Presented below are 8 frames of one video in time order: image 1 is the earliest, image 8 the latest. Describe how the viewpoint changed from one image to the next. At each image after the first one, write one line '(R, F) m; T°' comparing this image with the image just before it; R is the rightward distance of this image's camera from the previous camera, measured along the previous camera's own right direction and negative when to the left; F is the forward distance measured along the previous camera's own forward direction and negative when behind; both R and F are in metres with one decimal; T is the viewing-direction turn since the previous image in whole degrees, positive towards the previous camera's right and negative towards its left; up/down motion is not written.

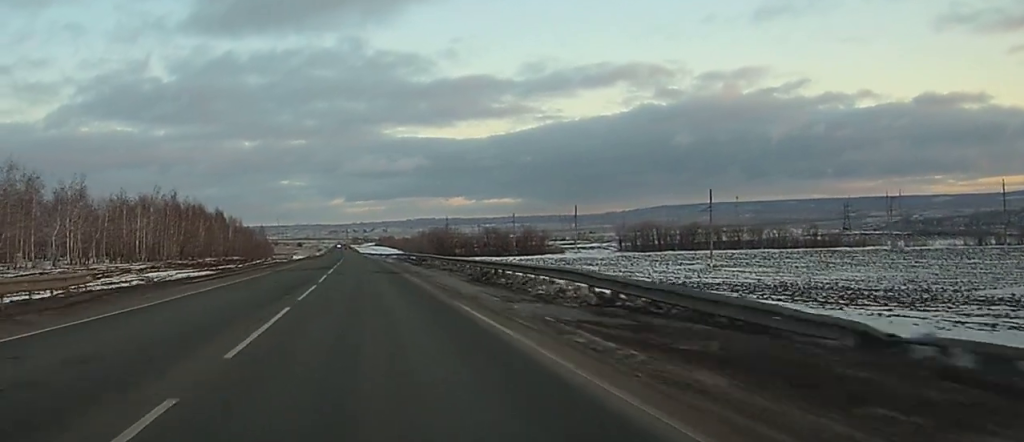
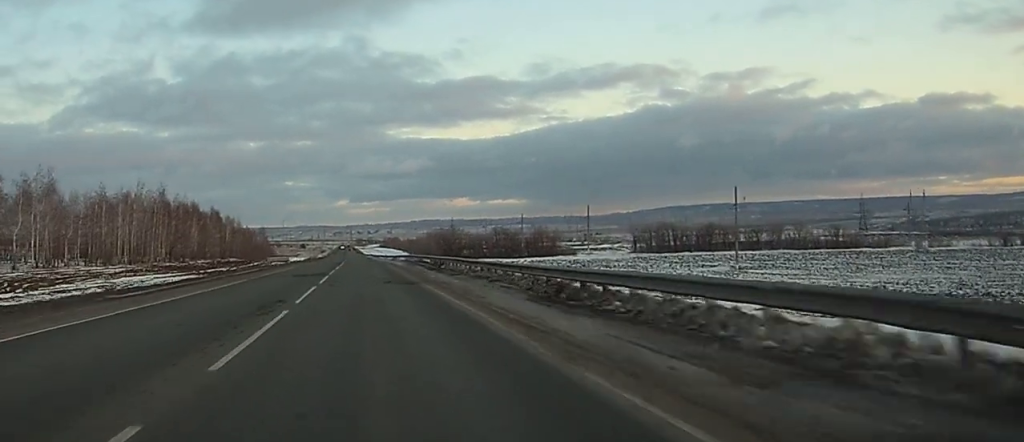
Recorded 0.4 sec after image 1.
(-0.1, +13.0) m; 0°
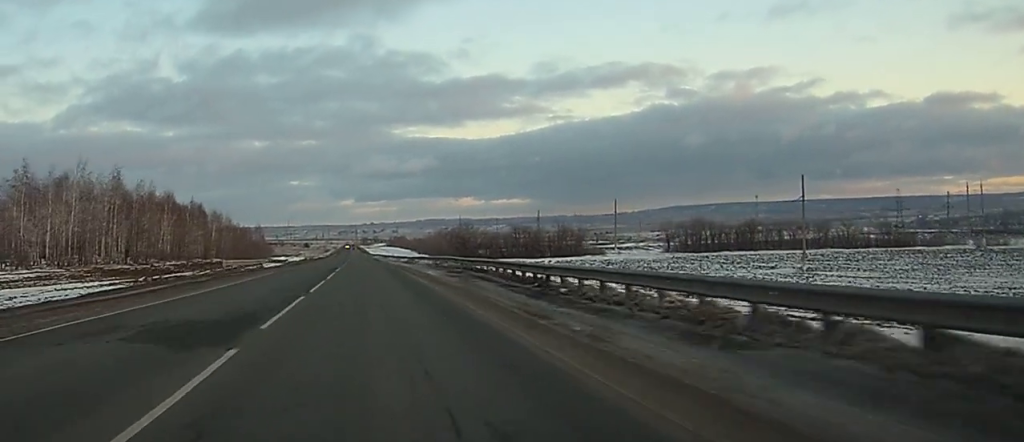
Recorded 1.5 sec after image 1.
(-0.1, +31.1) m; 0°
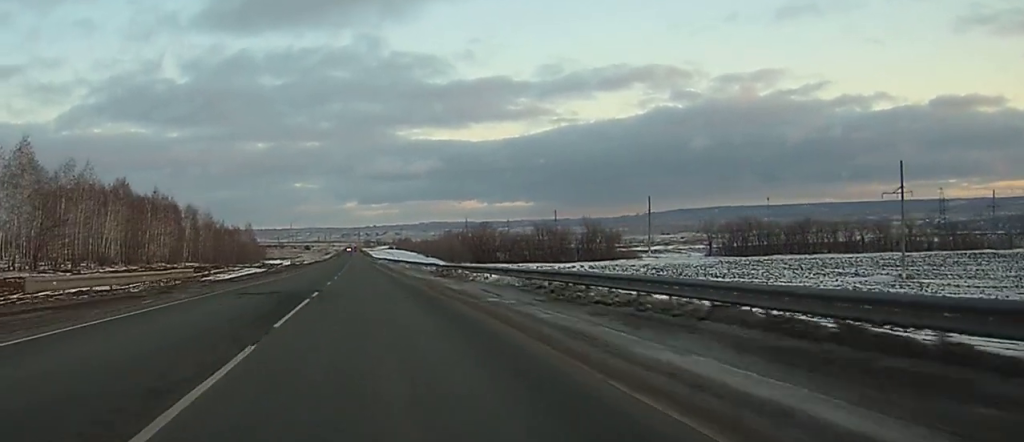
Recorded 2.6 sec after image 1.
(-0.3, +35.1) m; -1°
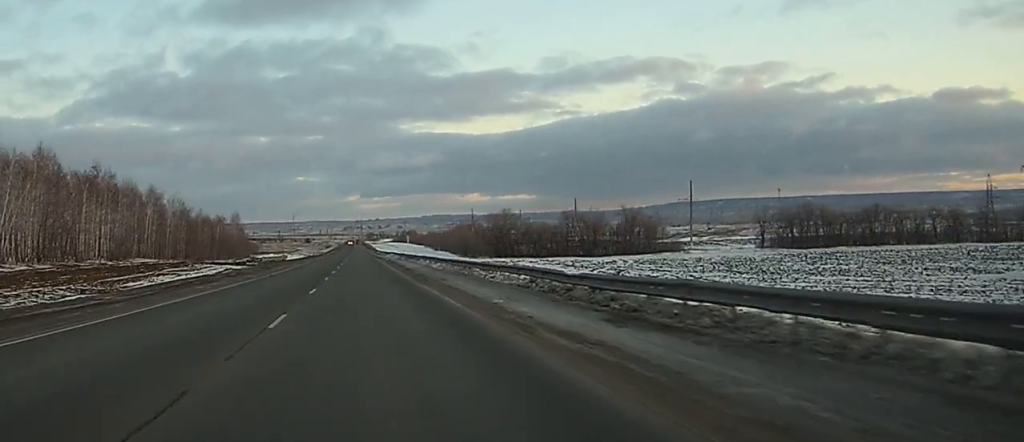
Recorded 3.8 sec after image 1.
(-0.1, +35.0) m; 0°
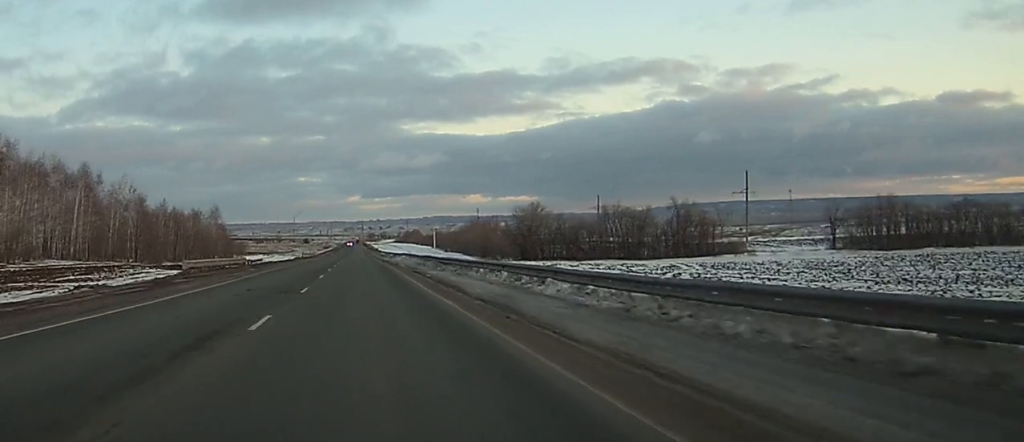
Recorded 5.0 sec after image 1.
(+0.1, +36.9) m; 0°
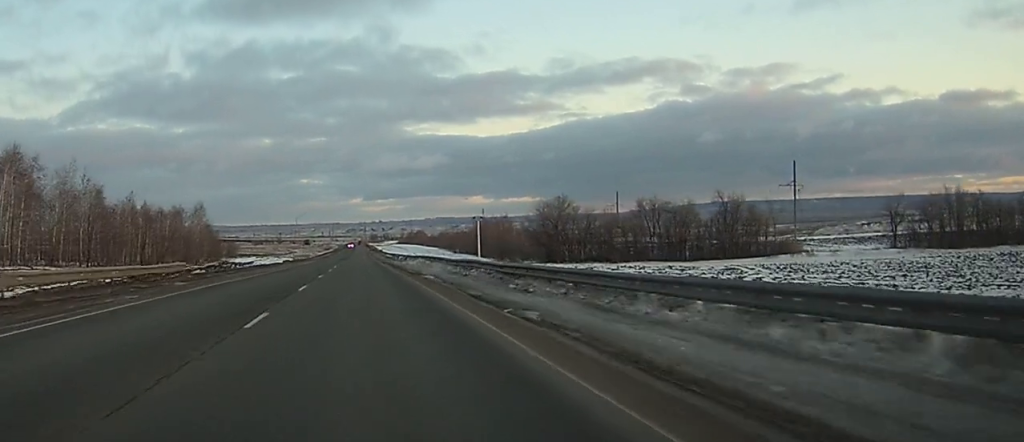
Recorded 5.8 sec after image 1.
(0.0, +23.9) m; 0°
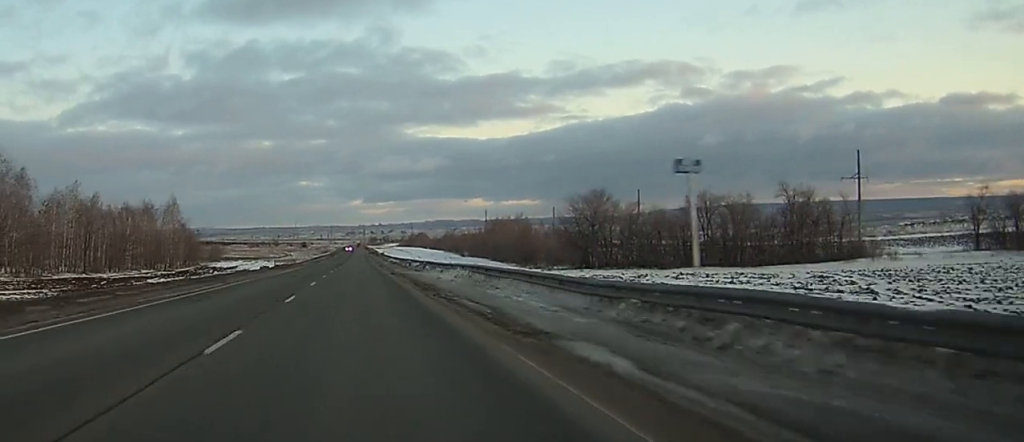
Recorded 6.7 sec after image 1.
(0.0, +26.8) m; 0°
